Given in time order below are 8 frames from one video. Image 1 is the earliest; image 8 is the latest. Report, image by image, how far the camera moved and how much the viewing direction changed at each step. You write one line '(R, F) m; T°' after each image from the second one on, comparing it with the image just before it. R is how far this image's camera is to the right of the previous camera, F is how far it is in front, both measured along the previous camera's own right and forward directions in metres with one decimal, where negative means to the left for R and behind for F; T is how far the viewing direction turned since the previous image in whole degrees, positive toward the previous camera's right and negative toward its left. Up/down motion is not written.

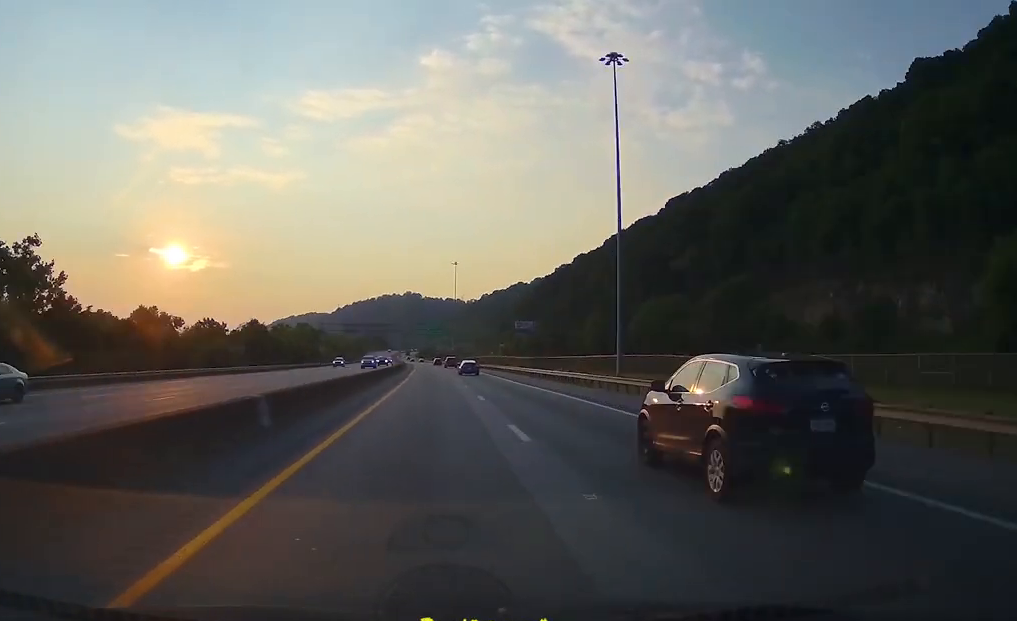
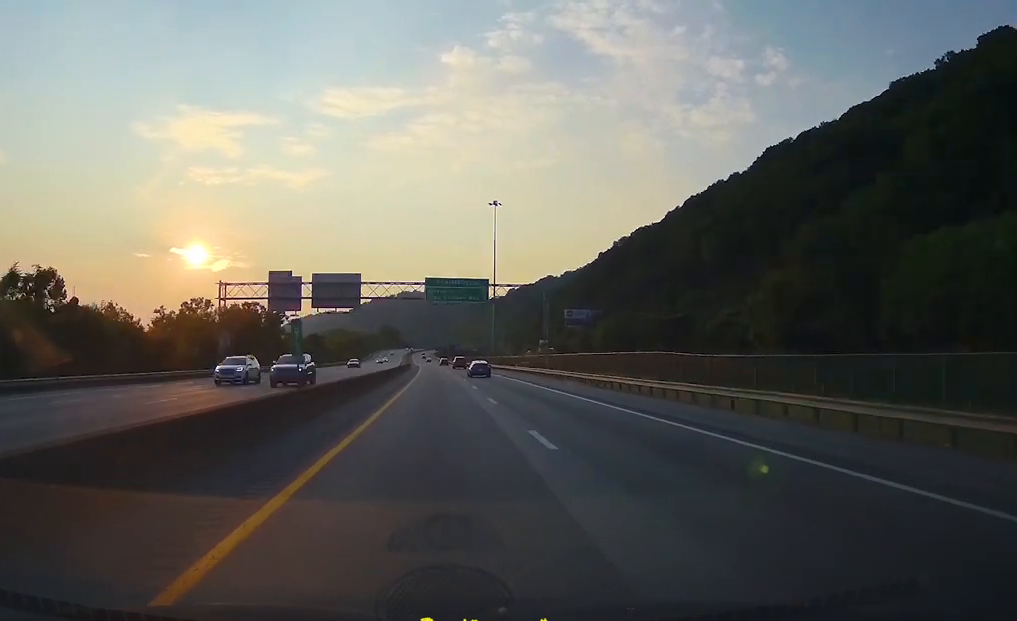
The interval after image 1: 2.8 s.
(-0.5, +87.1) m; -1°
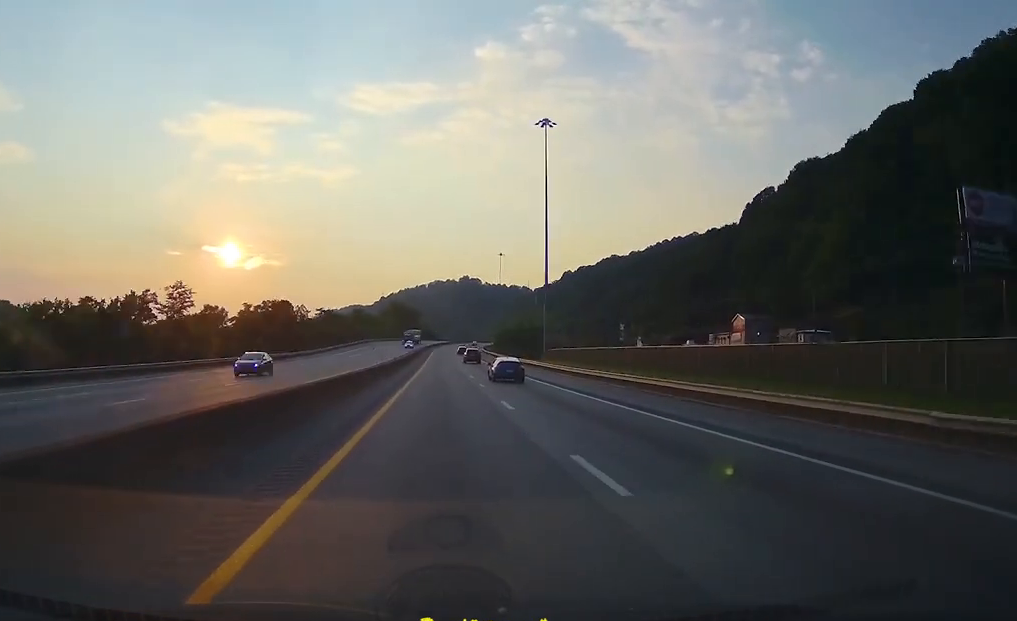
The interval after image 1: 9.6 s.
(-5.1, +211.8) m; -1°
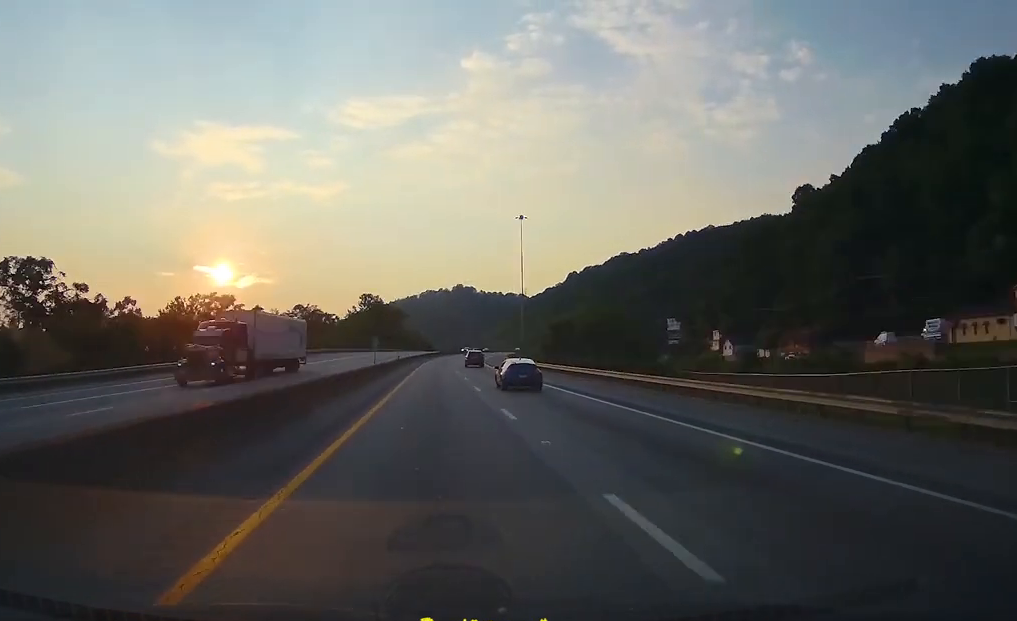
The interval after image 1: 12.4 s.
(+0.3, +88.0) m; +2°
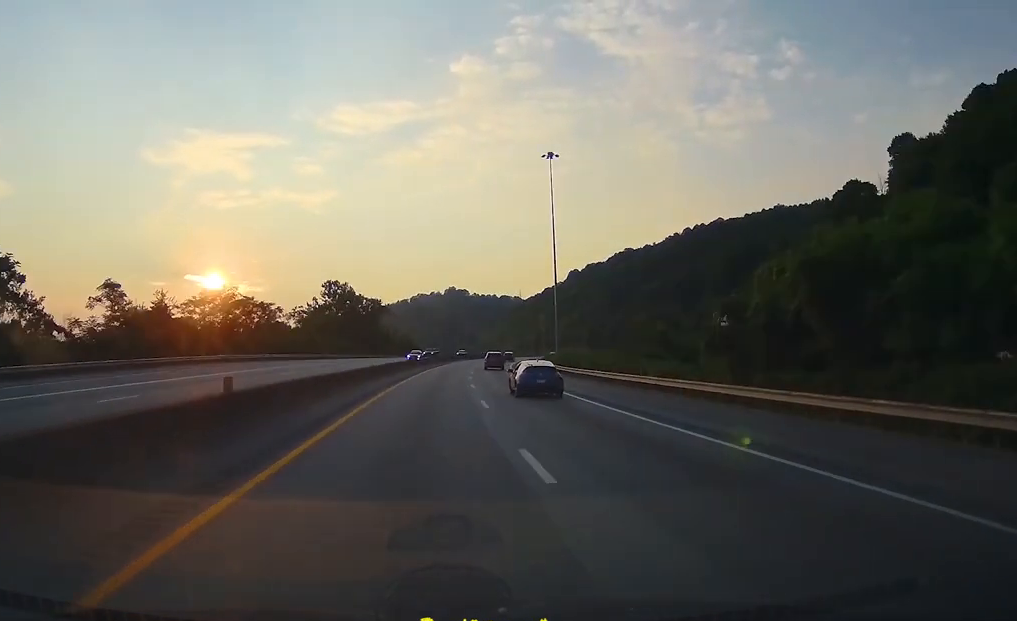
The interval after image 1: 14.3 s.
(-1.0, +59.1) m; +2°
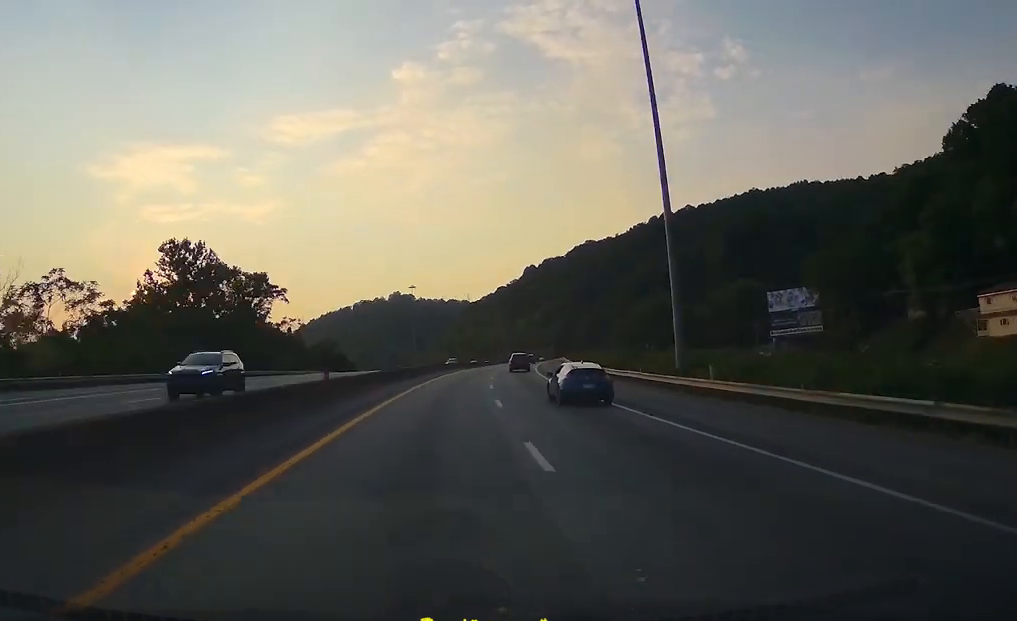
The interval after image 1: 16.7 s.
(+3.7, +75.4) m; +3°
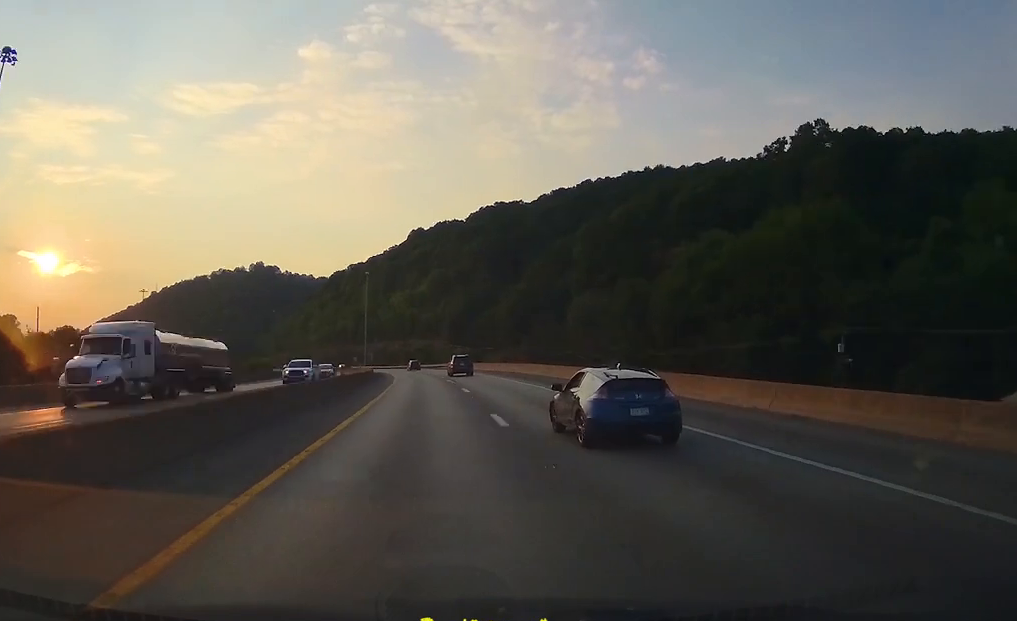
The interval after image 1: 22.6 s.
(+11.4, +169.1) m; +1°
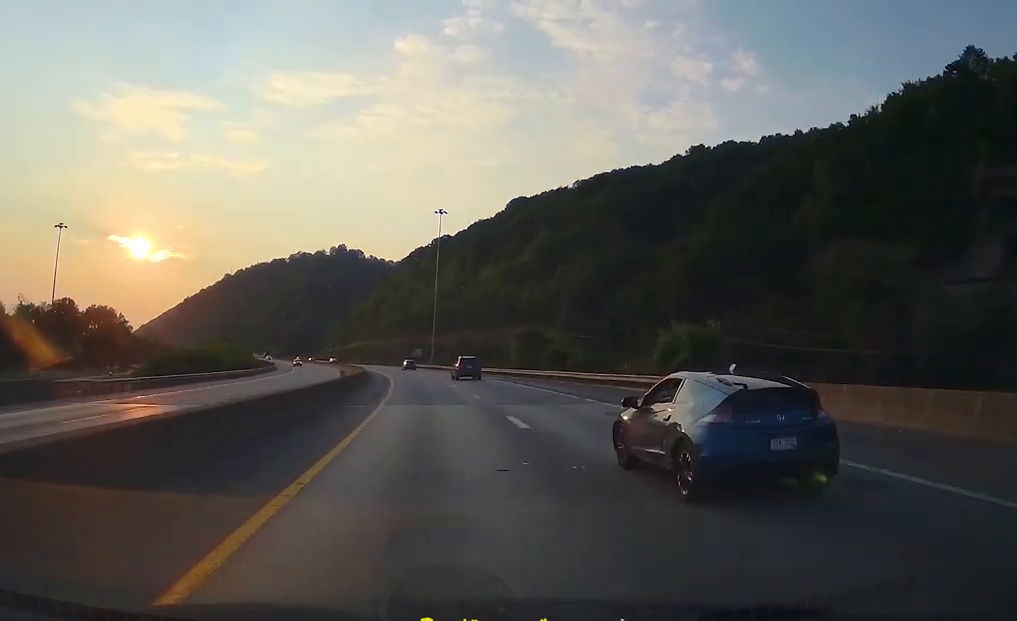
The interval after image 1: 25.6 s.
(-5.4, +92.5) m; -7°
